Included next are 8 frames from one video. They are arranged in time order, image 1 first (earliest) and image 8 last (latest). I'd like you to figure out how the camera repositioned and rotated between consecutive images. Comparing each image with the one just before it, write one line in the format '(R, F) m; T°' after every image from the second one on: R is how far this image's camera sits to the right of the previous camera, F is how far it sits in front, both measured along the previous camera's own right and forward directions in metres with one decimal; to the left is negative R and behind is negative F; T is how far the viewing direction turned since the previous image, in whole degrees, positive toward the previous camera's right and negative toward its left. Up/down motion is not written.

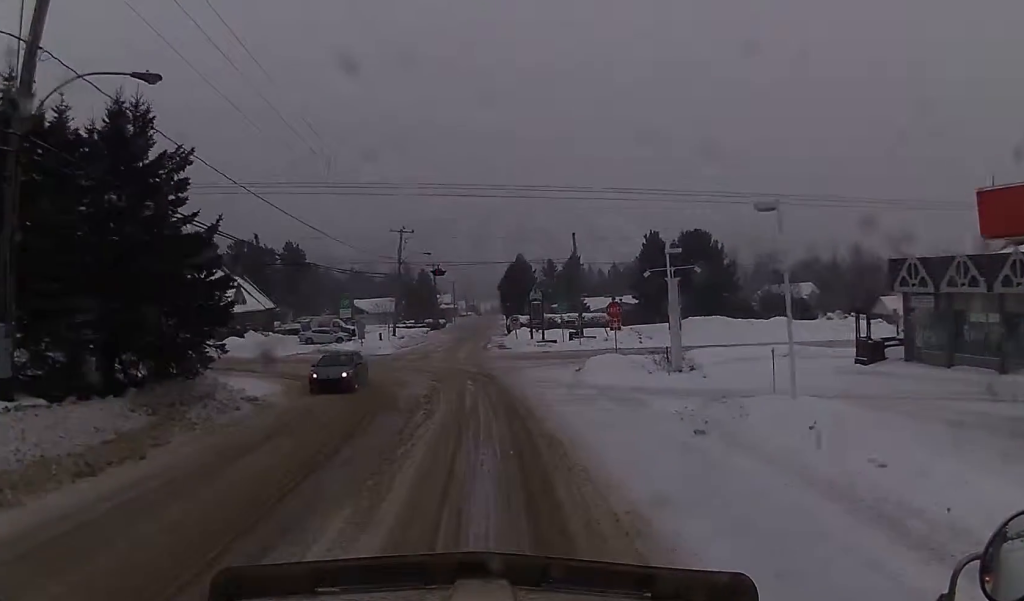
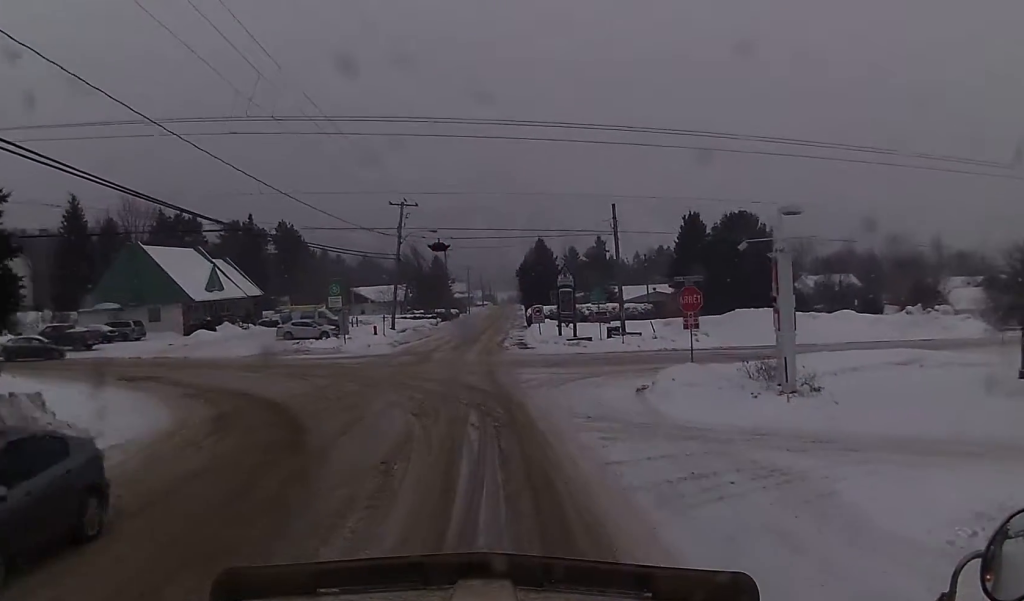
(+0.2, +14.2) m; 0°
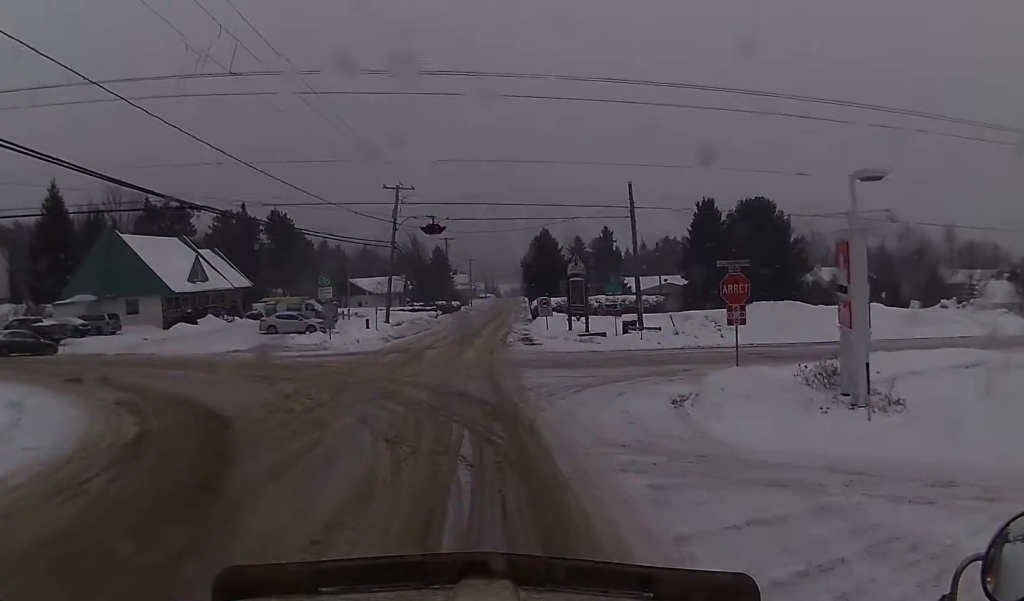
(-0.1, +5.7) m; -1°
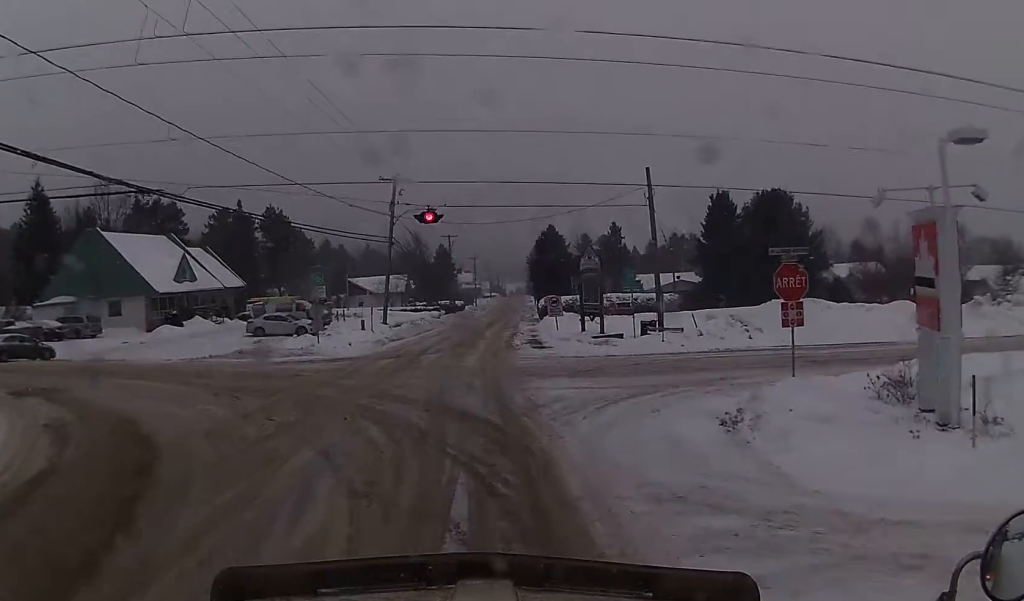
(0.0, +4.8) m; 0°
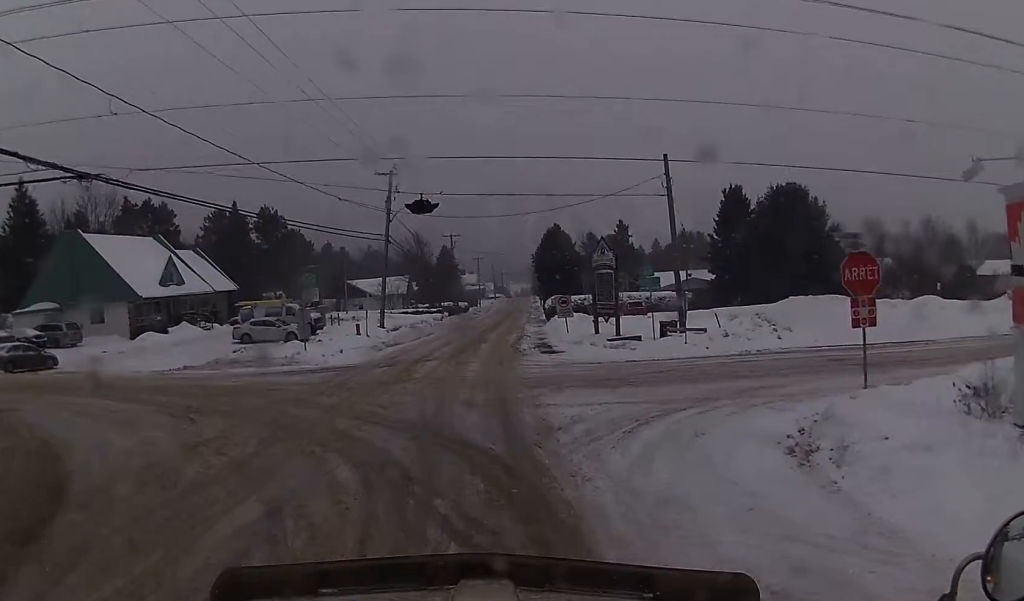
(+0.1, +4.7) m; 0°
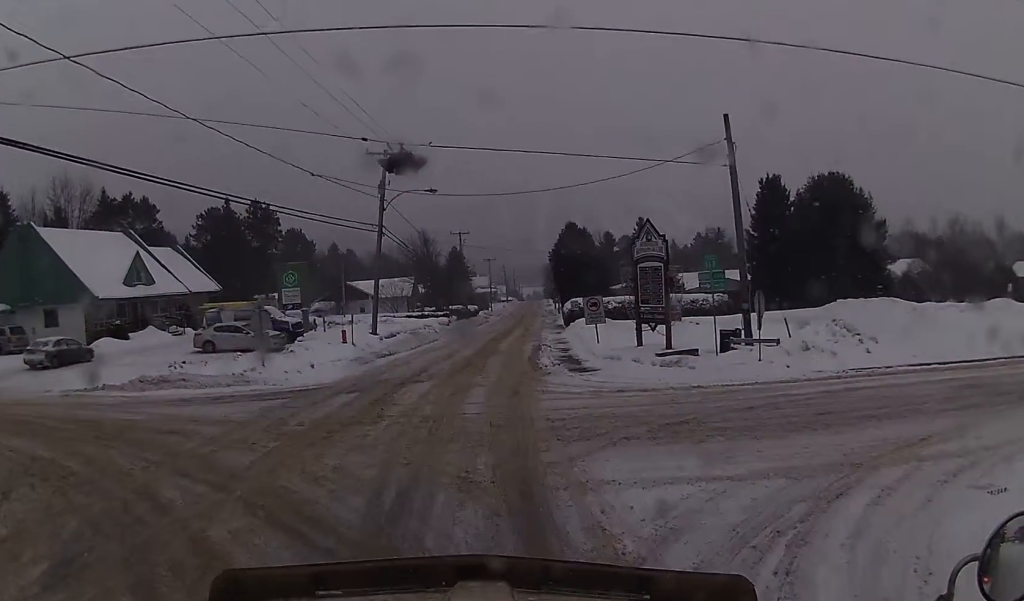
(-0.2, +10.2) m; -3°
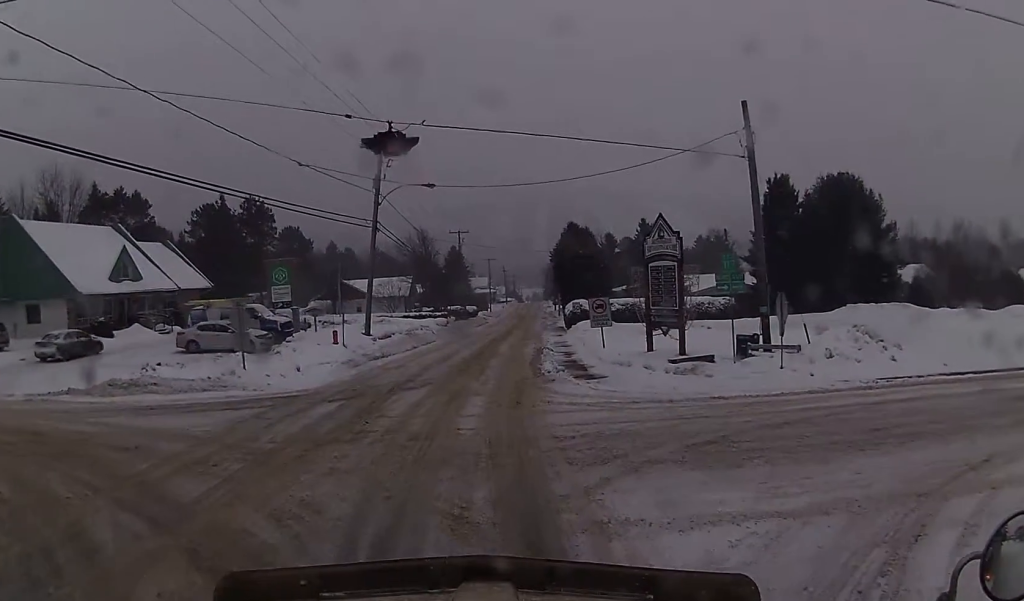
(-0.2, +2.2) m; +1°
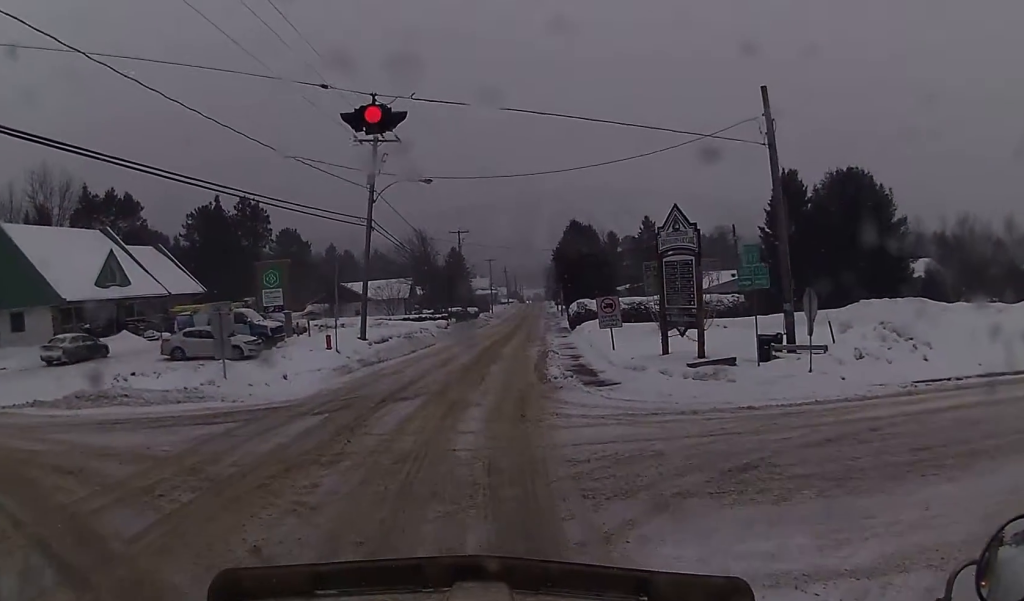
(+0.1, +1.9) m; -1°
